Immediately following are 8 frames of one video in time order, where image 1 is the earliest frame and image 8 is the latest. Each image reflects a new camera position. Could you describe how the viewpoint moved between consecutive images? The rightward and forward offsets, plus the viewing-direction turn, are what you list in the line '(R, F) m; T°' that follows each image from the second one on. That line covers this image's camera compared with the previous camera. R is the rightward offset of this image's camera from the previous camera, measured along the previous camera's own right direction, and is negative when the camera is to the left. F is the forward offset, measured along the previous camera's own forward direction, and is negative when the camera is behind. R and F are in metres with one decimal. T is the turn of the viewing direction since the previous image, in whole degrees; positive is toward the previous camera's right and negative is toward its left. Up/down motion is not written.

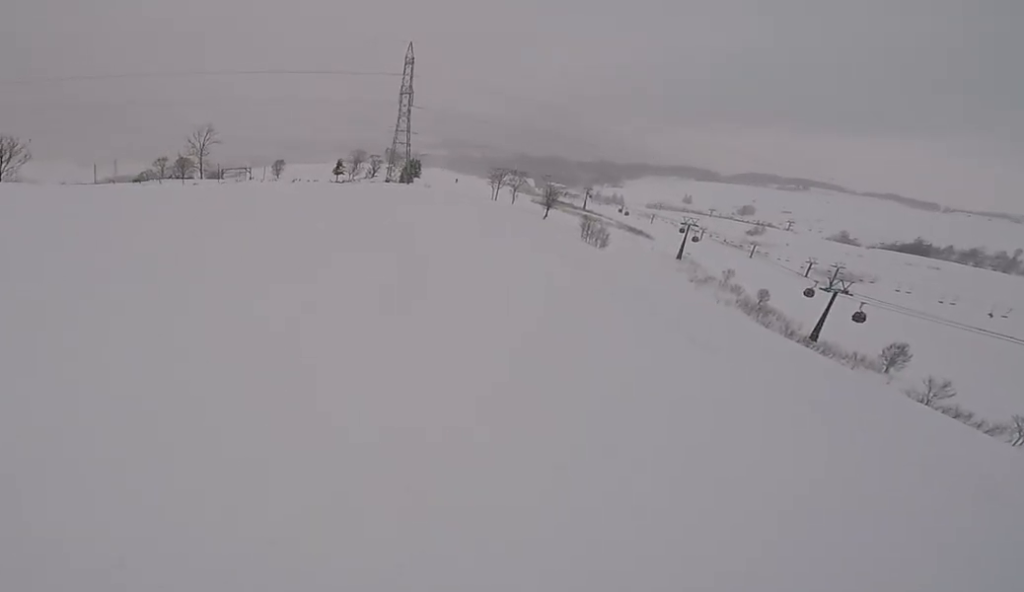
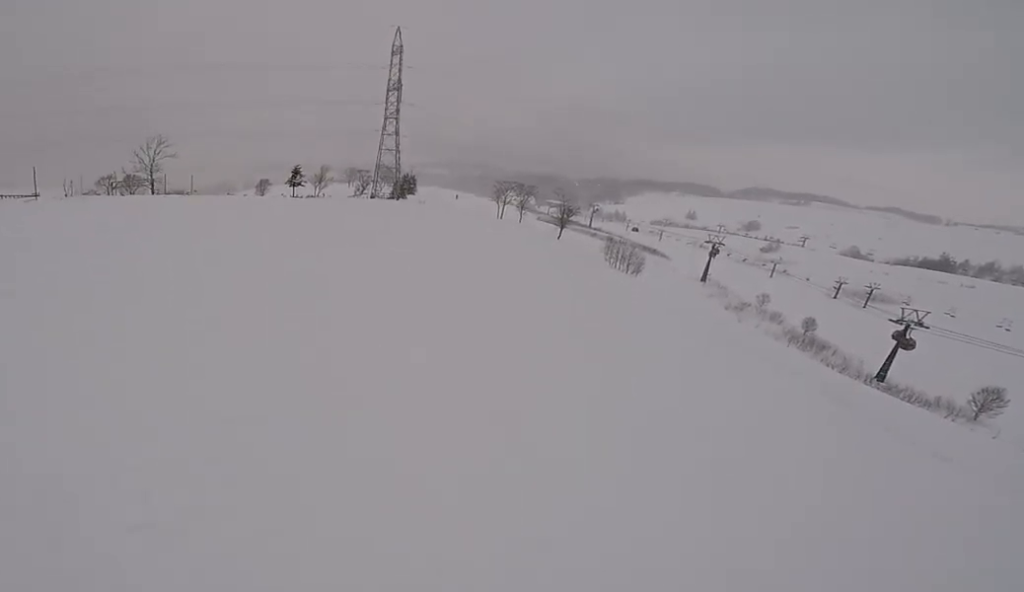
(+1.7, +18.0) m; 0°
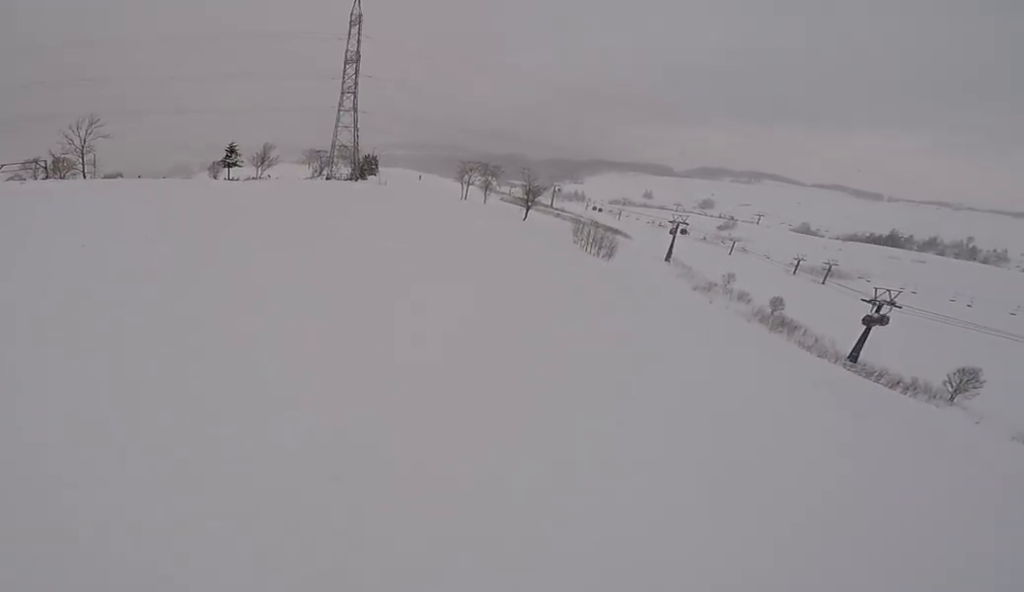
(-0.5, +6.2) m; -1°
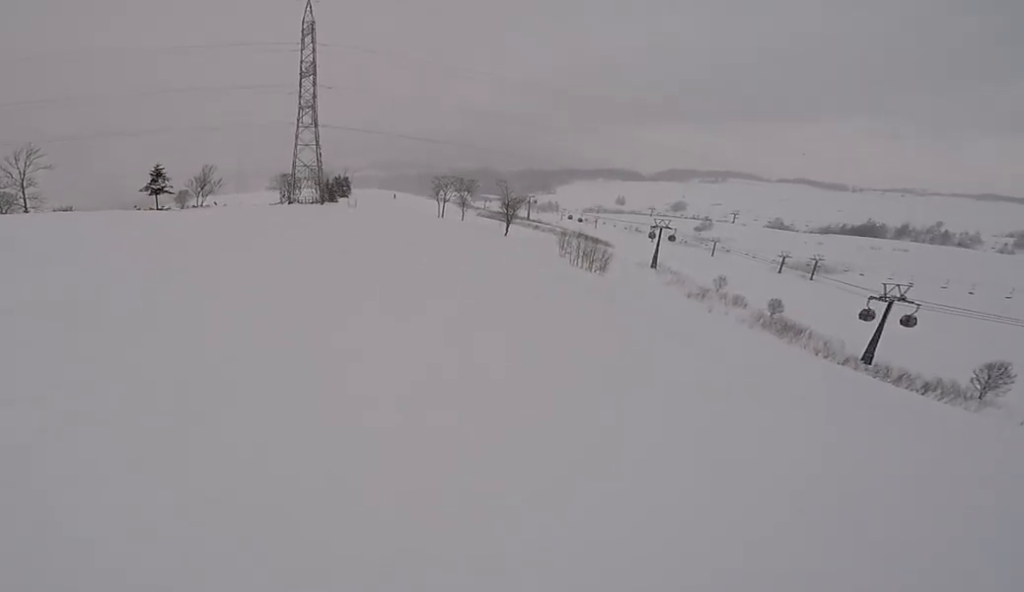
(-0.4, +7.1) m; +1°
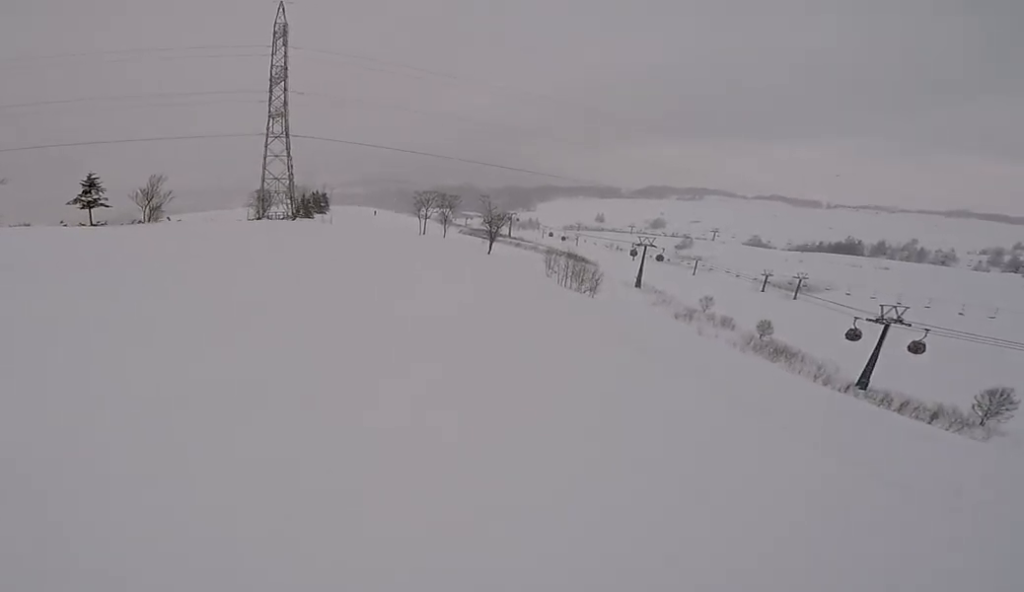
(+0.4, +4.6) m; +3°
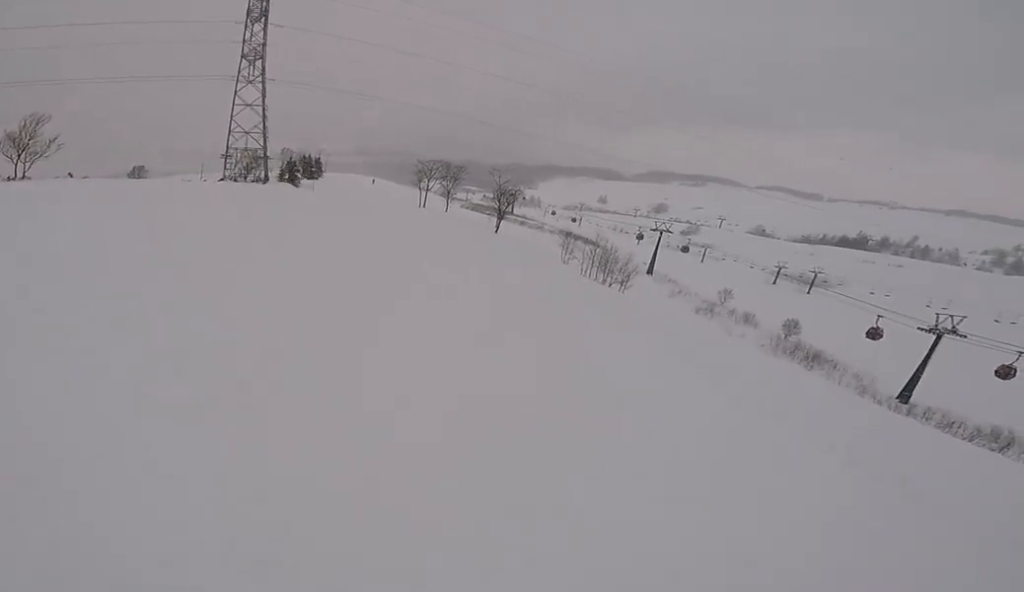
(+0.5, +11.0) m; +3°
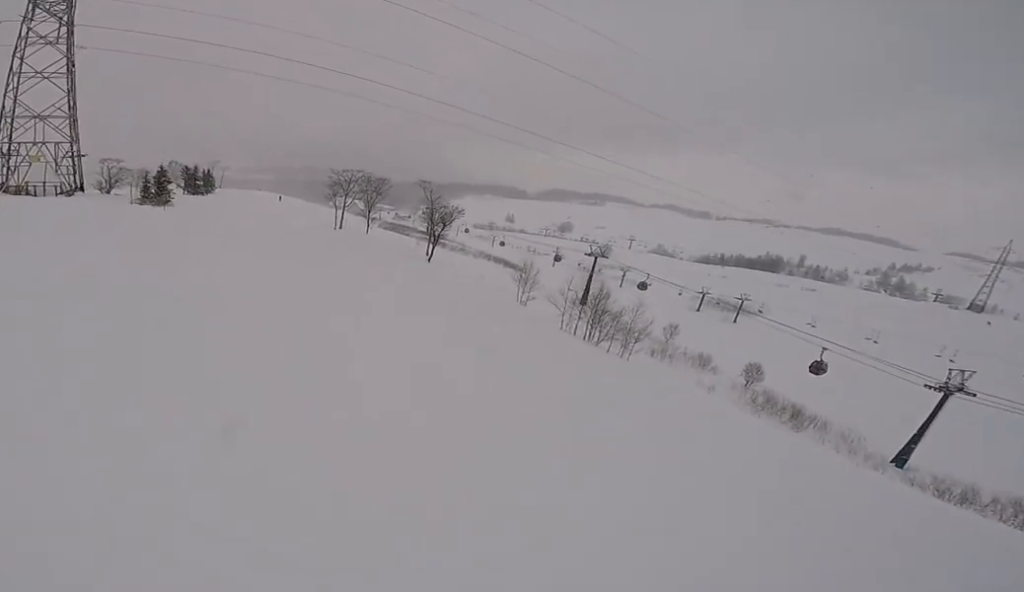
(0.0, +18.4) m; 0°
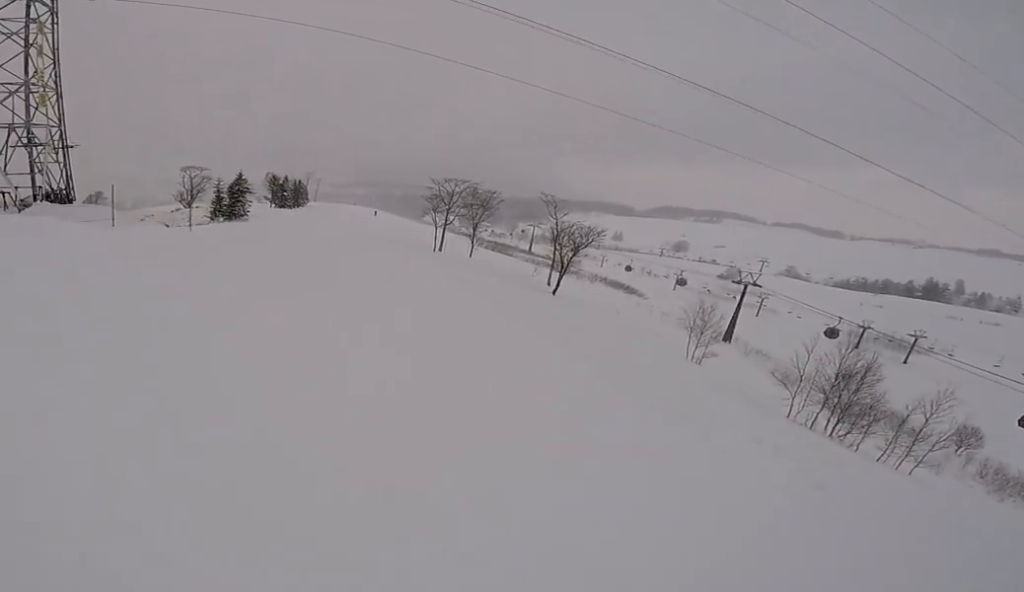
(0.0, +13.3) m; -3°
